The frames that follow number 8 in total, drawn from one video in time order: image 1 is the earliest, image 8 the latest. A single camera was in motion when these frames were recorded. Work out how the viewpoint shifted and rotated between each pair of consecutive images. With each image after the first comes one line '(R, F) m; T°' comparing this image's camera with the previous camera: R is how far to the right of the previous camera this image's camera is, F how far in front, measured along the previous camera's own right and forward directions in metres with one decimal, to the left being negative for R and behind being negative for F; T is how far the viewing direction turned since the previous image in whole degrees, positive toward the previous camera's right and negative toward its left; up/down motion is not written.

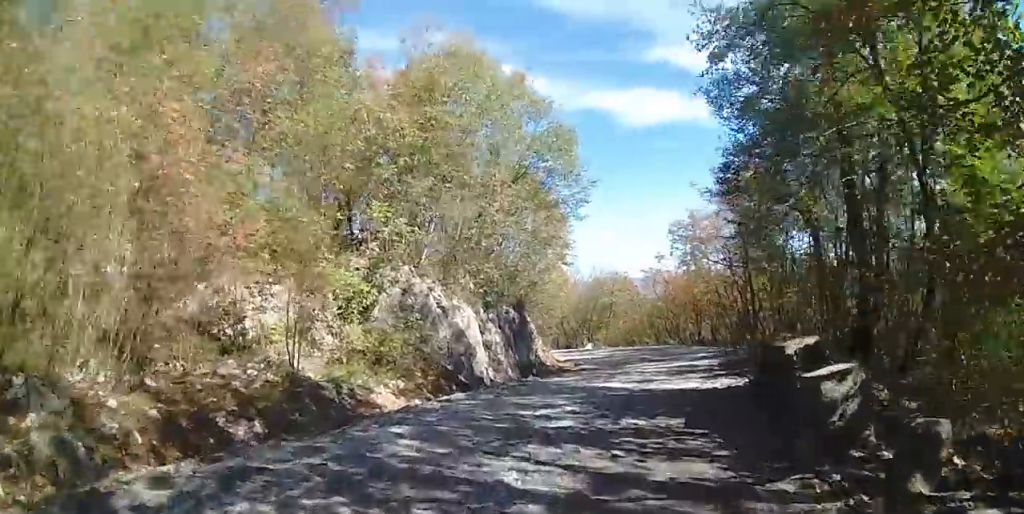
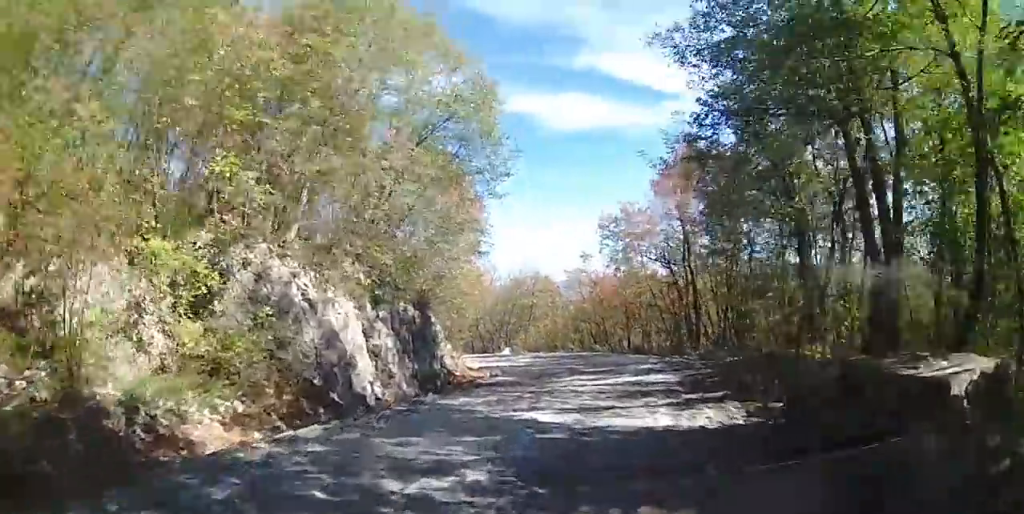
(+0.3, +3.5) m; +7°
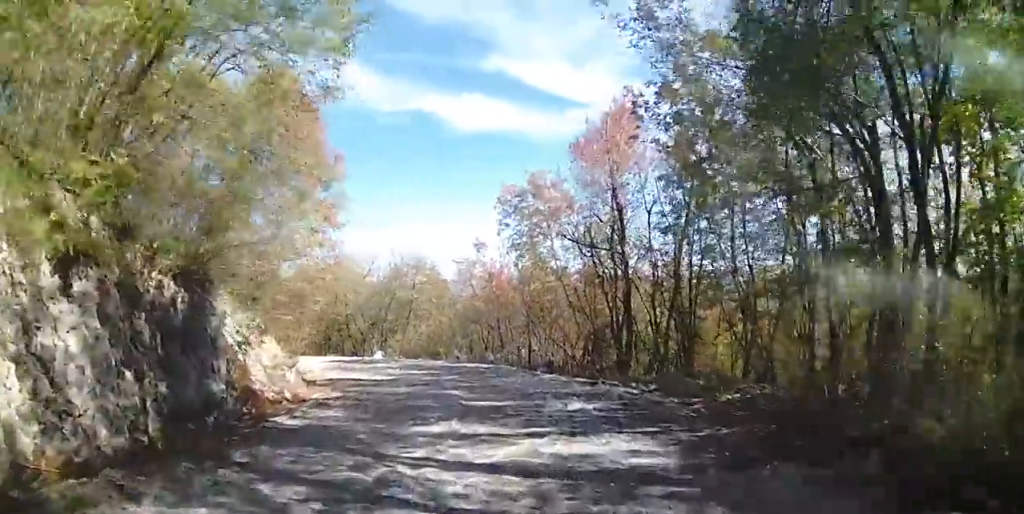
(+1.0, +6.9) m; +8°
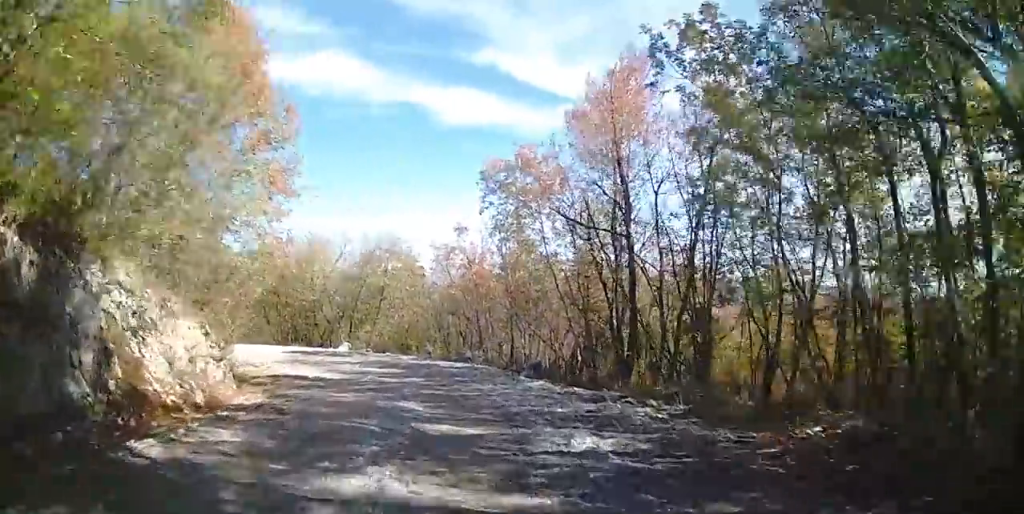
(-0.2, +3.2) m; +1°
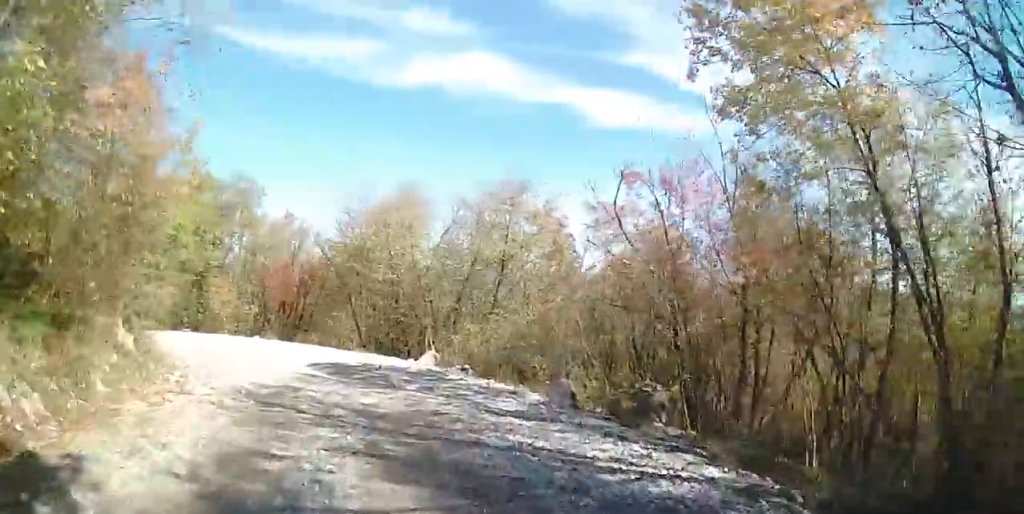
(-0.3, +11.8) m; -13°
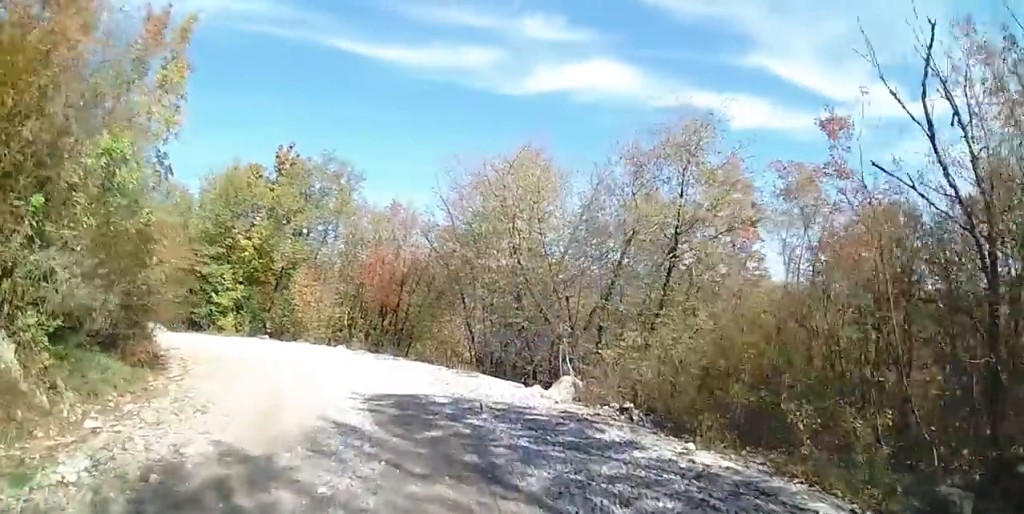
(-0.6, +5.2) m; -18°
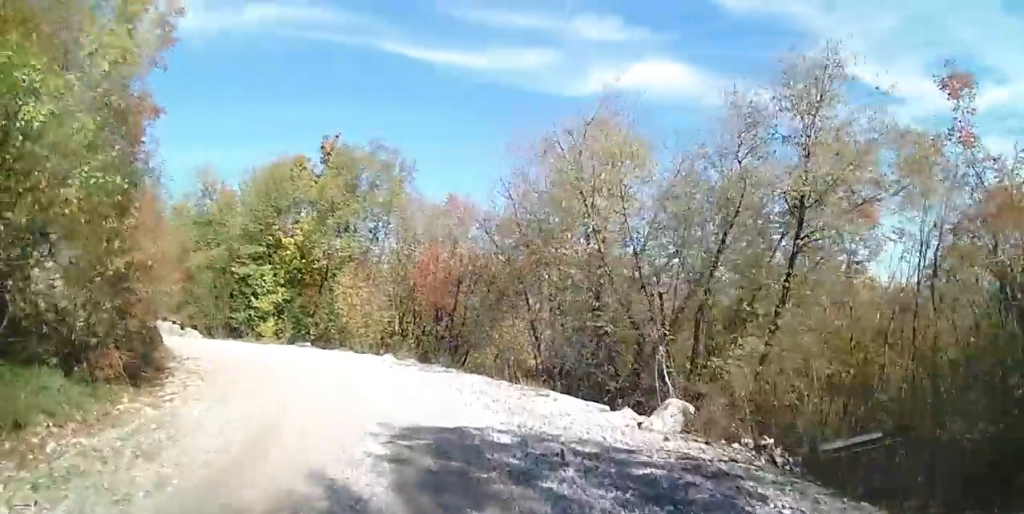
(0.0, +2.4) m; -9°
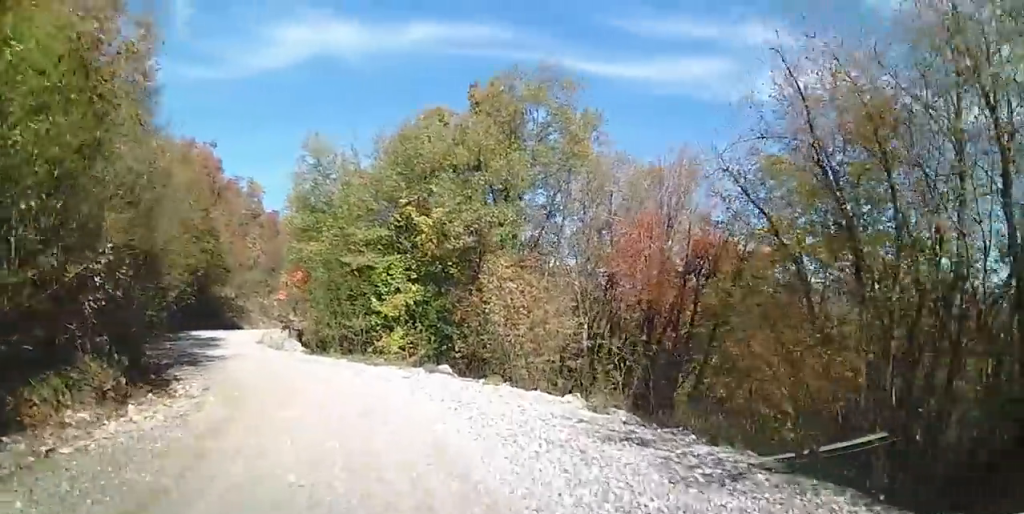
(-2.1, +8.5) m; -17°
